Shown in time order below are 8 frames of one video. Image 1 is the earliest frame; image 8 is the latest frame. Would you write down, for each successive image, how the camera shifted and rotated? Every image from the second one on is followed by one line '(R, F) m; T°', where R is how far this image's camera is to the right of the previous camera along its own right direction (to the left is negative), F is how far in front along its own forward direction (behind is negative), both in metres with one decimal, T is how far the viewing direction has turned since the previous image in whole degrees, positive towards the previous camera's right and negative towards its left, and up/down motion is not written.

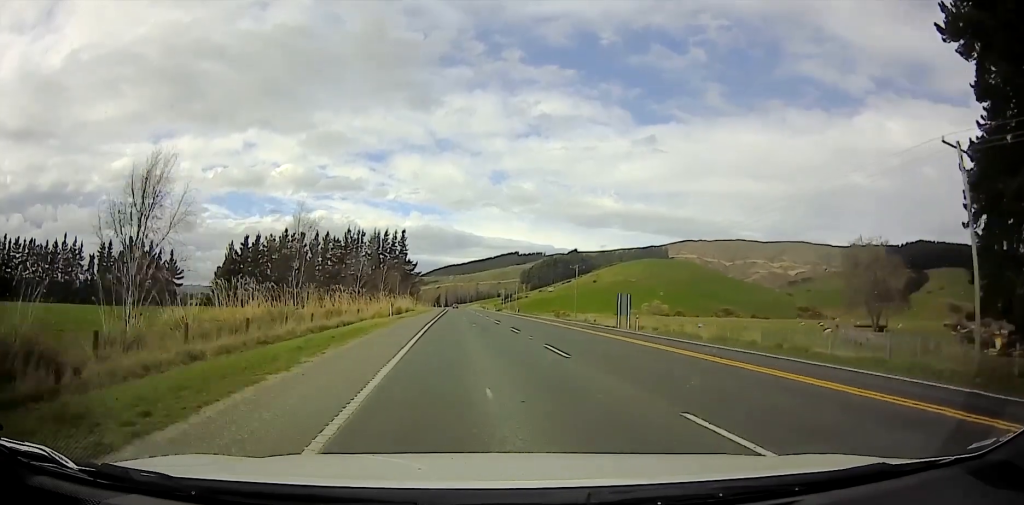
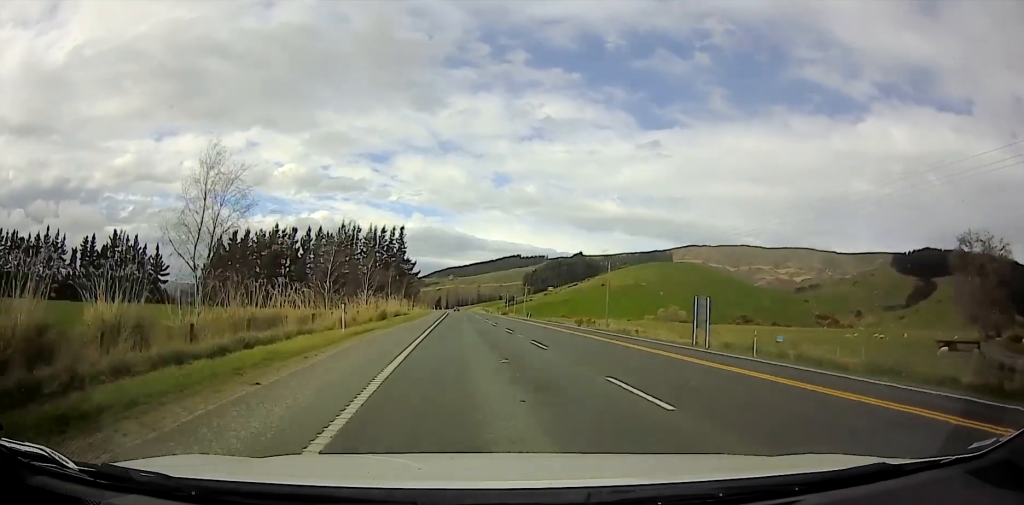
(-0.1, +8.3) m; +1°
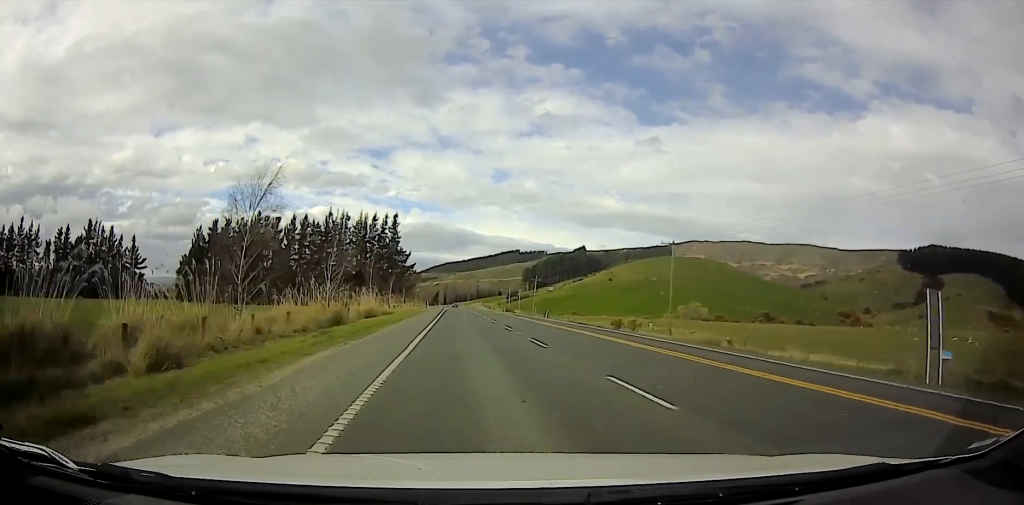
(+0.3, +11.5) m; +2°
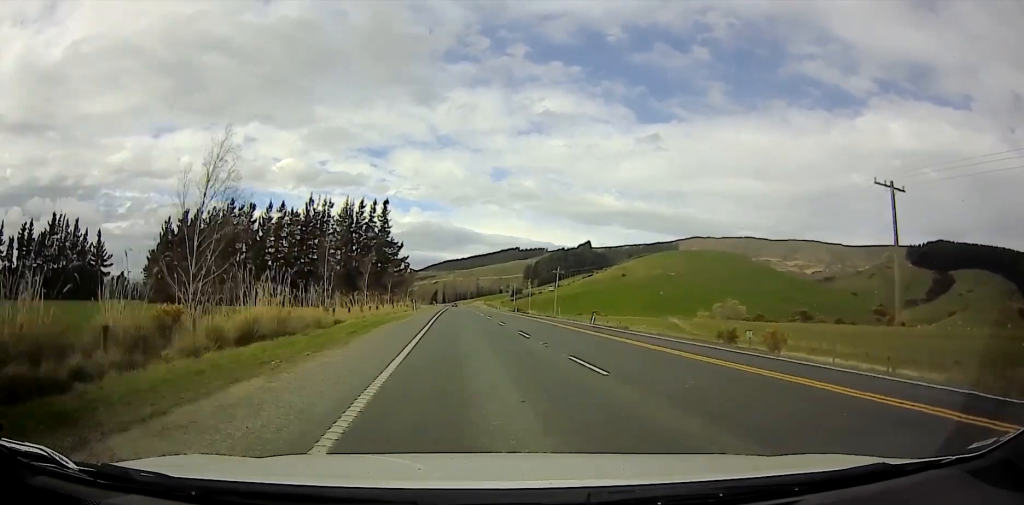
(+0.3, +19.0) m; 0°
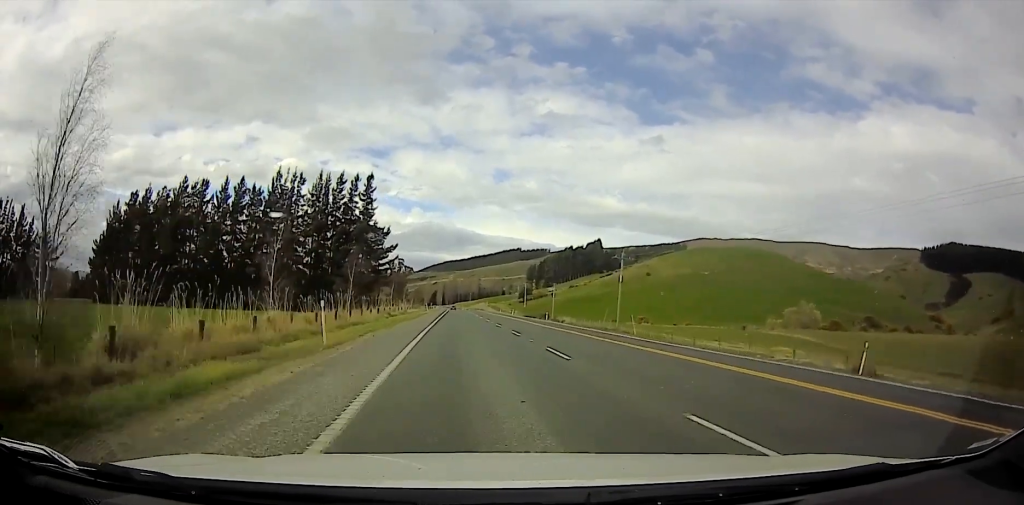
(-0.4, +32.9) m; -1°
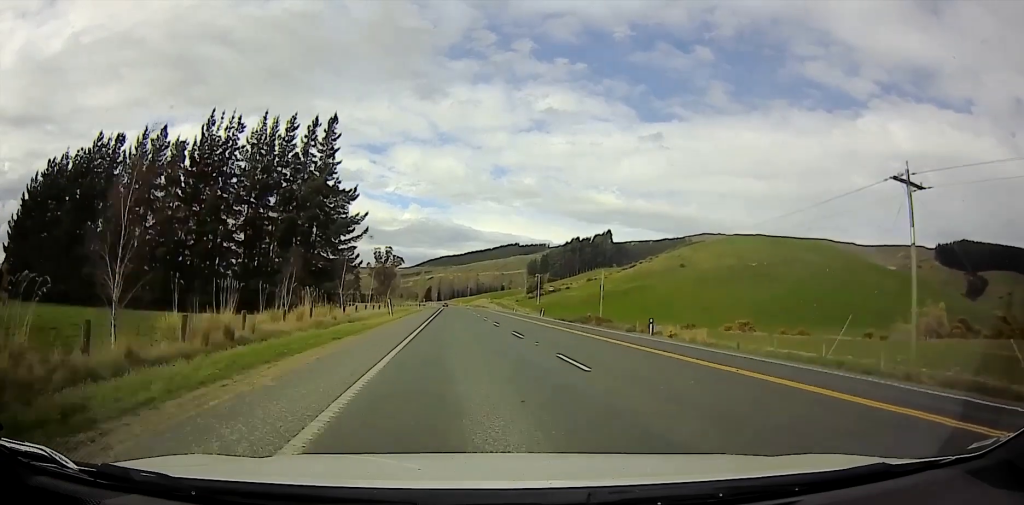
(-0.2, +35.1) m; -1°
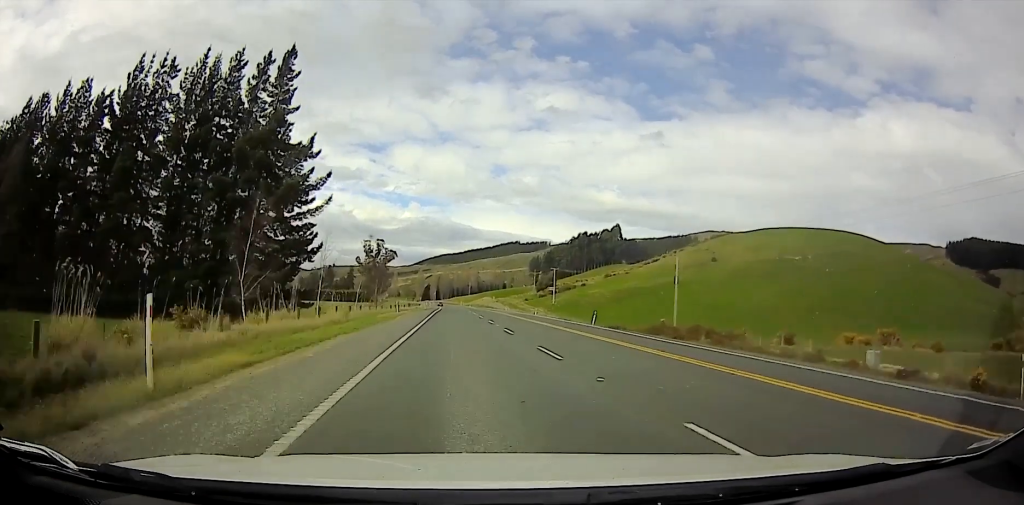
(-0.1, +21.4) m; 0°
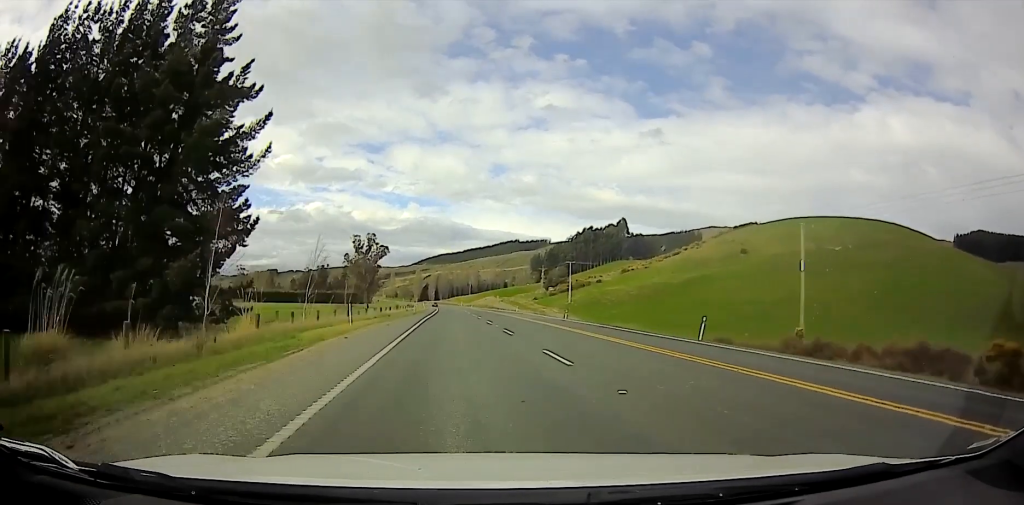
(0.0, +16.3) m; 0°
